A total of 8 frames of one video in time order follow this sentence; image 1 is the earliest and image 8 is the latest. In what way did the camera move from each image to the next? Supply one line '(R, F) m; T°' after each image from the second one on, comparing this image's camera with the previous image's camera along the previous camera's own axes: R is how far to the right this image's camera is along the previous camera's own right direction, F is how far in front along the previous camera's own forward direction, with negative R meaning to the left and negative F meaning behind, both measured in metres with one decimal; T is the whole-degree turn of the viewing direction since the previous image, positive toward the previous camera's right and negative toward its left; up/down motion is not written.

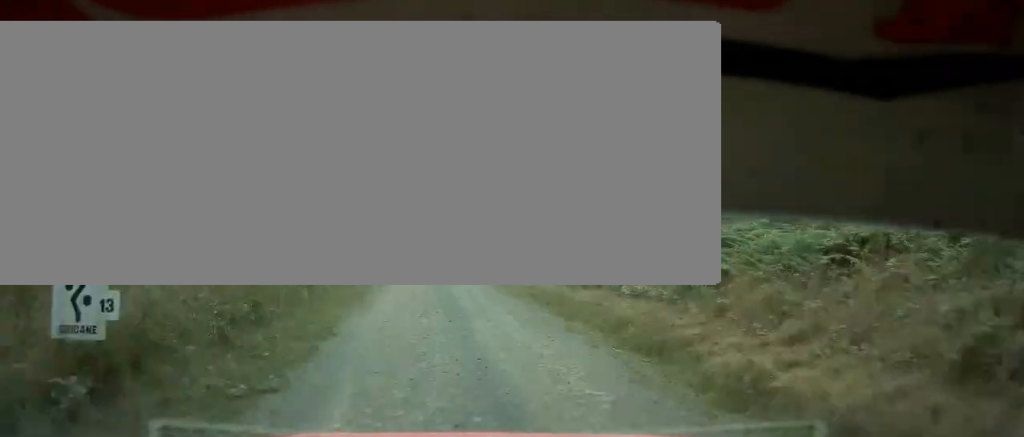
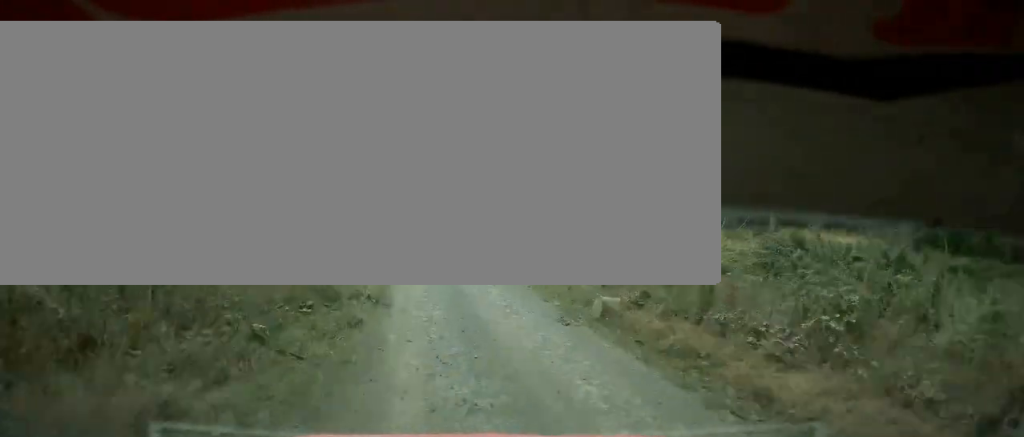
(+0.1, +20.8) m; +1°
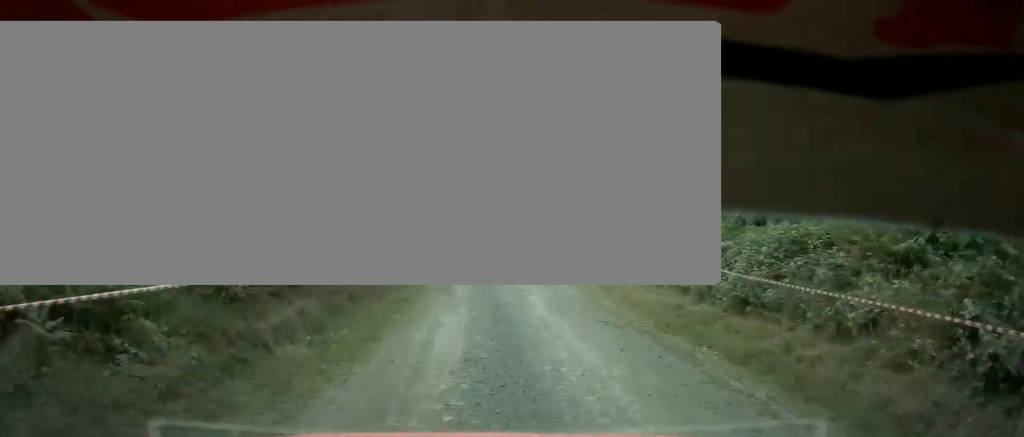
(+0.3, +27.3) m; +1°
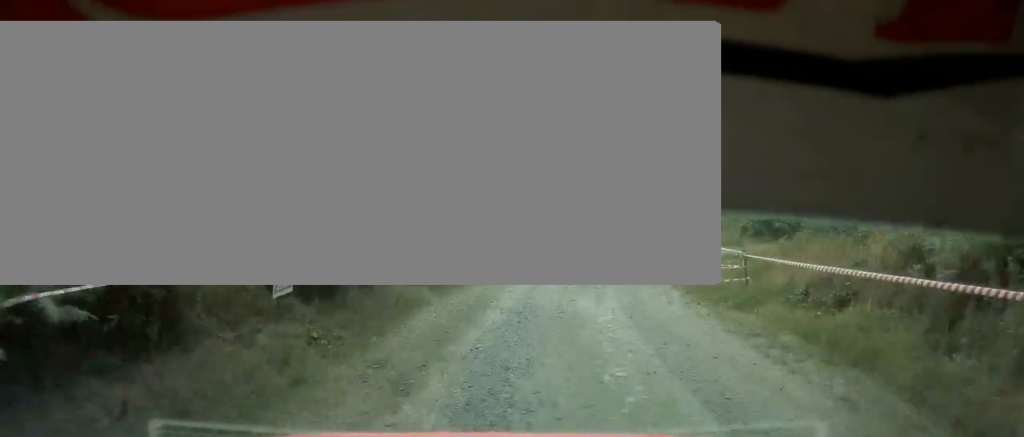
(0.0, +10.3) m; +1°
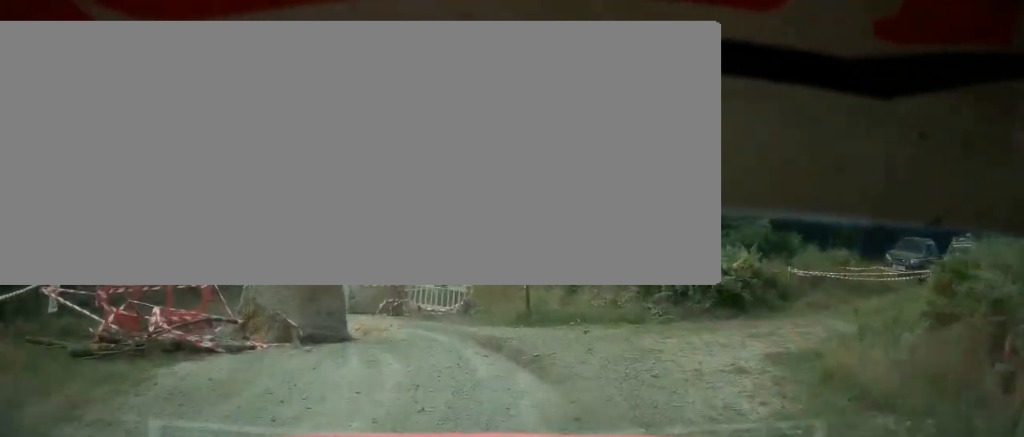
(+0.3, +14.9) m; +3°
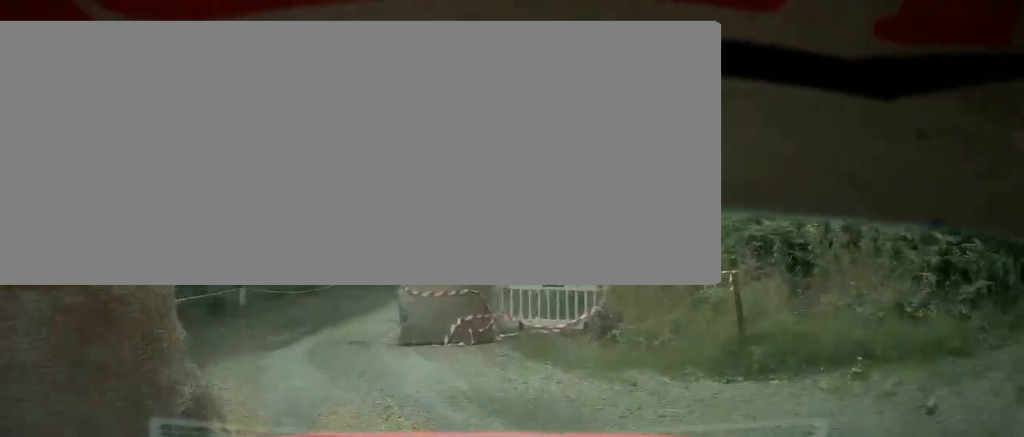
(+0.2, +8.5) m; +1°
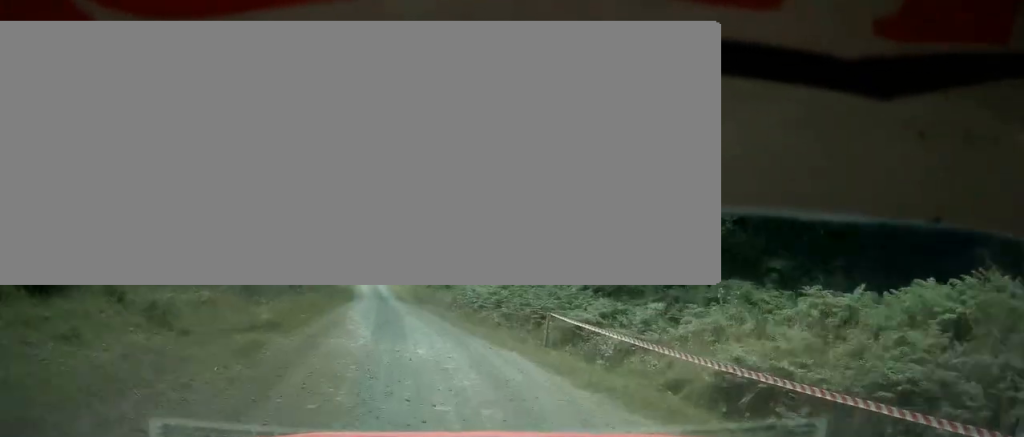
(+0.4, +27.6) m; +2°
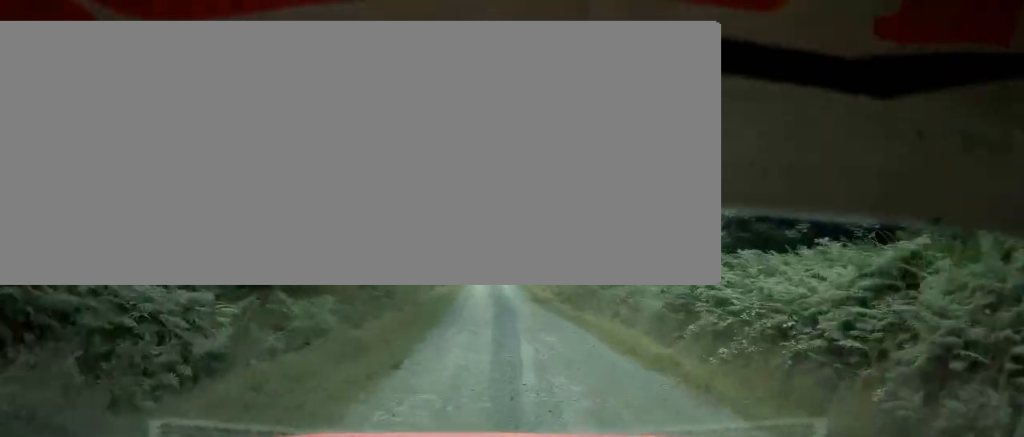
(+0.4, +19.5) m; +1°
